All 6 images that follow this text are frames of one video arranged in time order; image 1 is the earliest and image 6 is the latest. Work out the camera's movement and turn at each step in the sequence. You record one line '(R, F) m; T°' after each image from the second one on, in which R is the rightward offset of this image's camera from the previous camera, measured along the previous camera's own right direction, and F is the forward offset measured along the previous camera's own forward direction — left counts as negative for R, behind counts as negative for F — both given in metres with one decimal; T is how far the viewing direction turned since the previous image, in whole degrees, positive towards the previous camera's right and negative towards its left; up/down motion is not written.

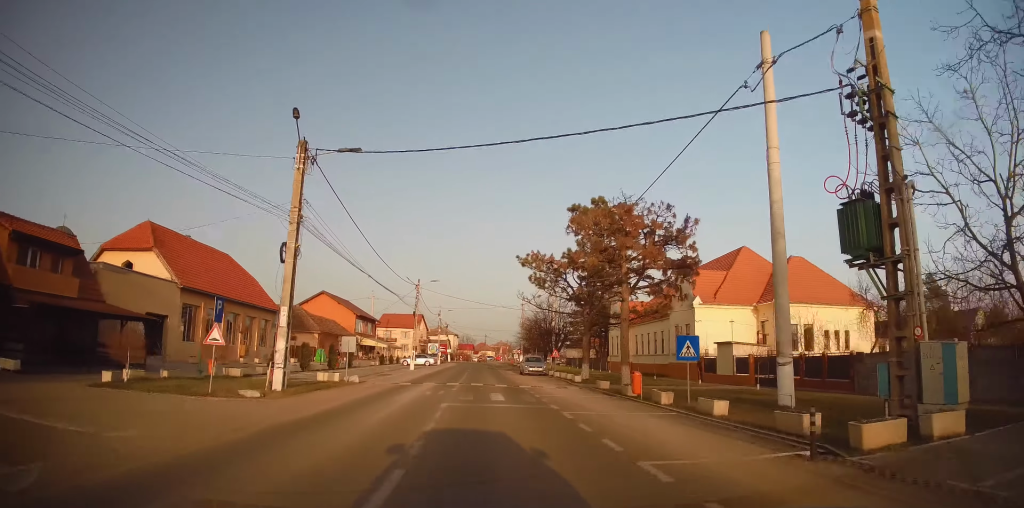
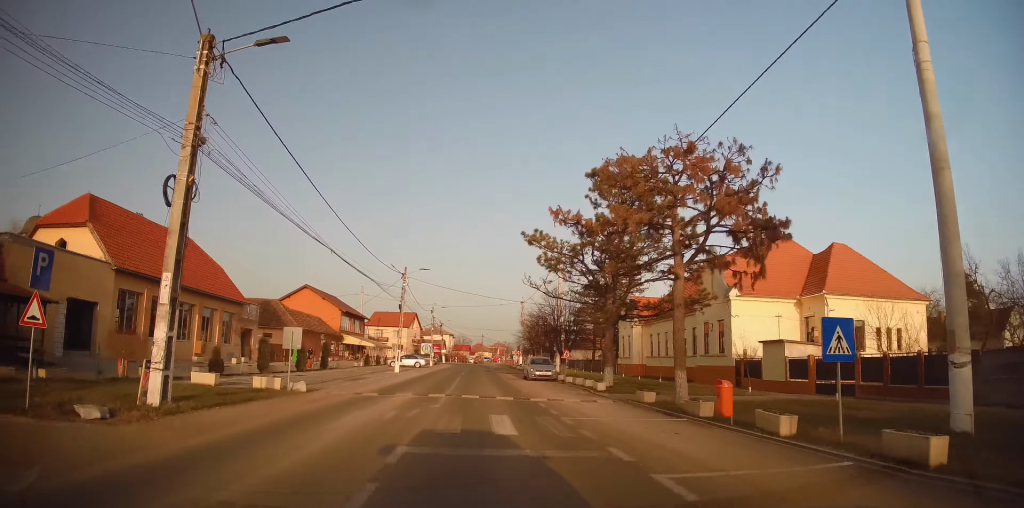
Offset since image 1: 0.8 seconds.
(0.0, +6.8) m; +1°
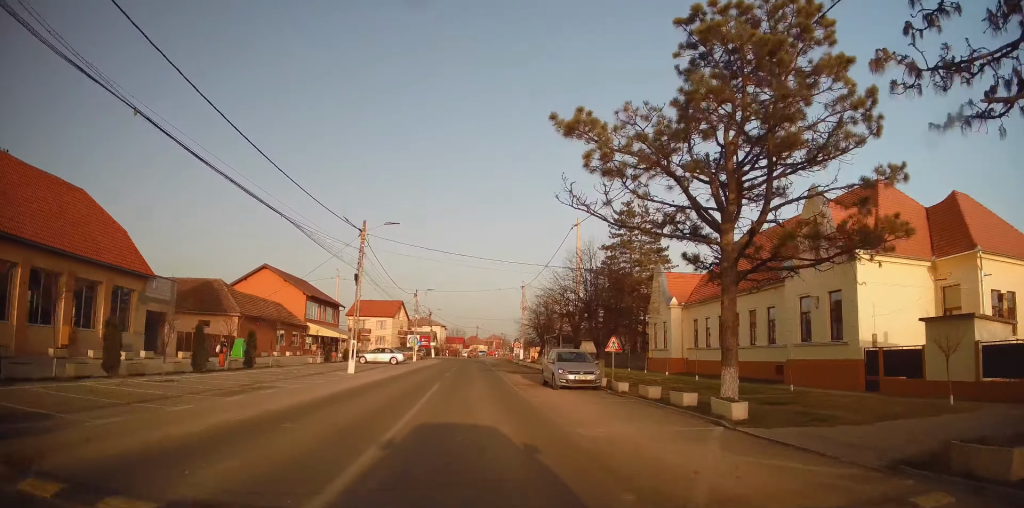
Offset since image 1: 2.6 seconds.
(+0.5, +13.8) m; +2°
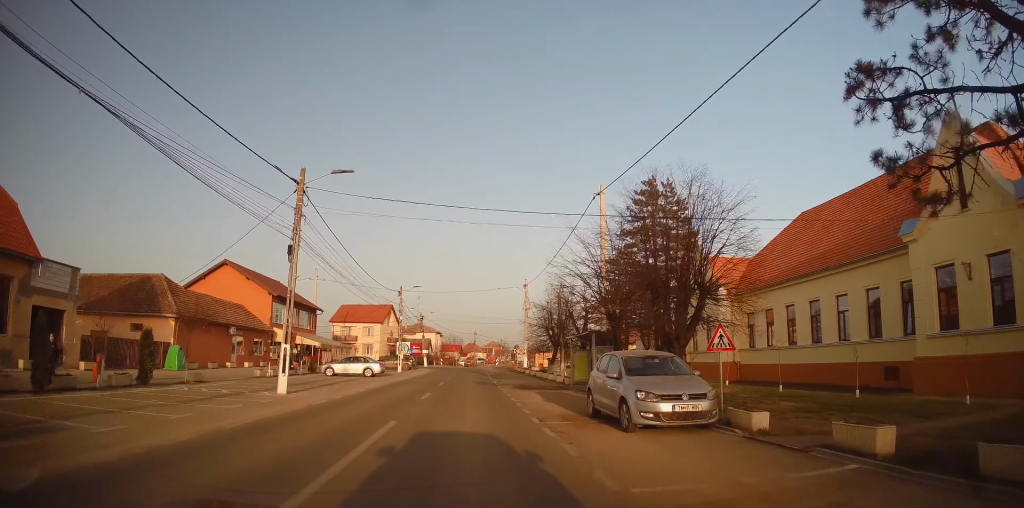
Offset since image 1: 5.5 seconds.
(-0.2, +12.6) m; -1°
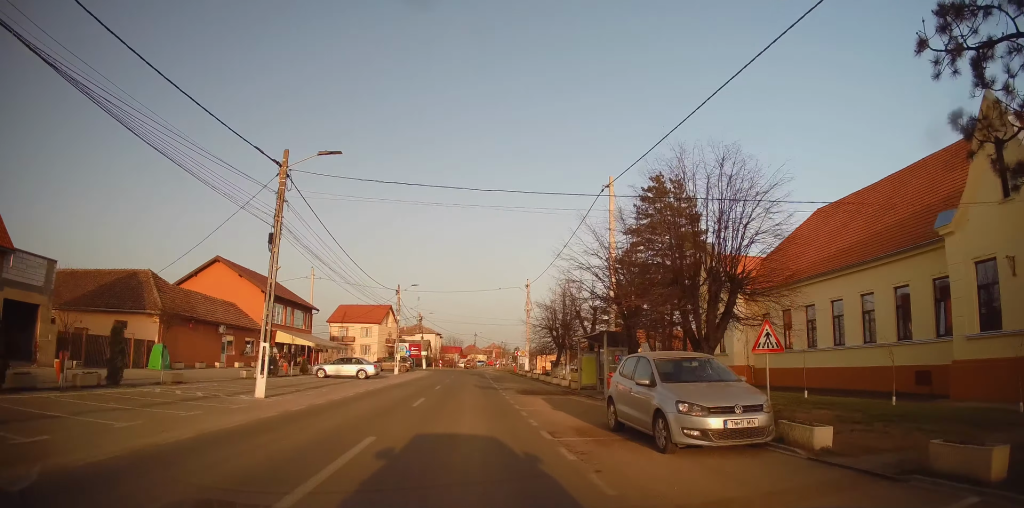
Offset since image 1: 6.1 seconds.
(-0.1, +1.9) m; +4°
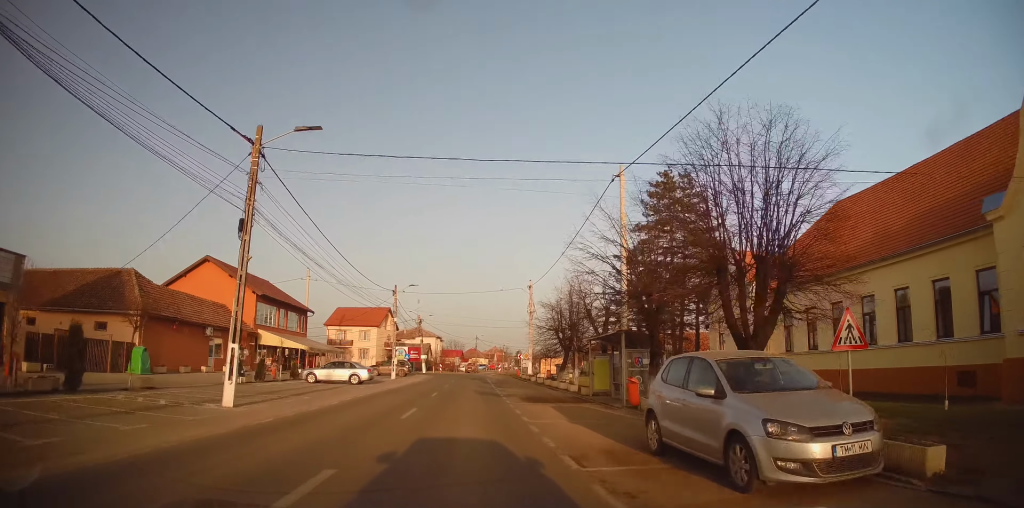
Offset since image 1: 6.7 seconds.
(+0.2, +2.1) m; 0°
